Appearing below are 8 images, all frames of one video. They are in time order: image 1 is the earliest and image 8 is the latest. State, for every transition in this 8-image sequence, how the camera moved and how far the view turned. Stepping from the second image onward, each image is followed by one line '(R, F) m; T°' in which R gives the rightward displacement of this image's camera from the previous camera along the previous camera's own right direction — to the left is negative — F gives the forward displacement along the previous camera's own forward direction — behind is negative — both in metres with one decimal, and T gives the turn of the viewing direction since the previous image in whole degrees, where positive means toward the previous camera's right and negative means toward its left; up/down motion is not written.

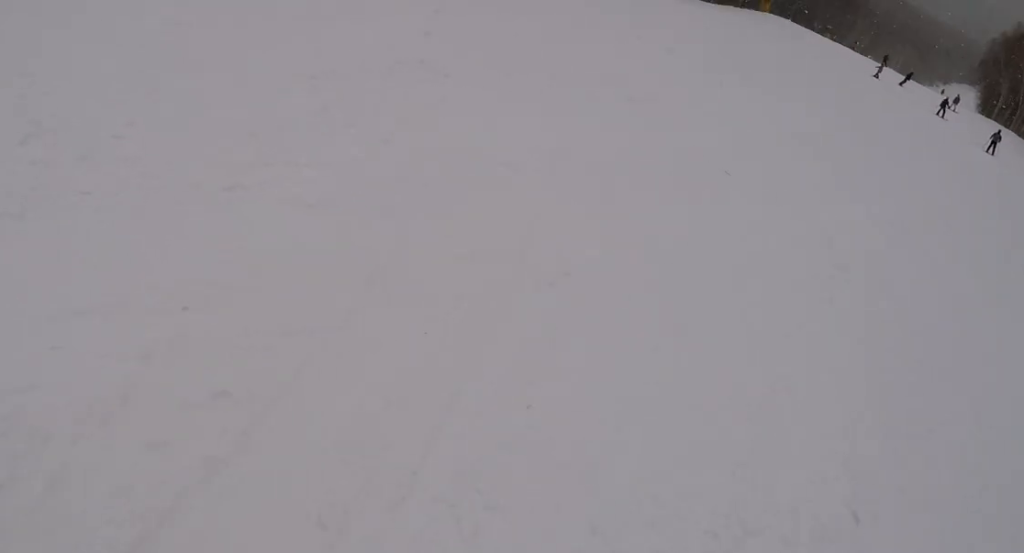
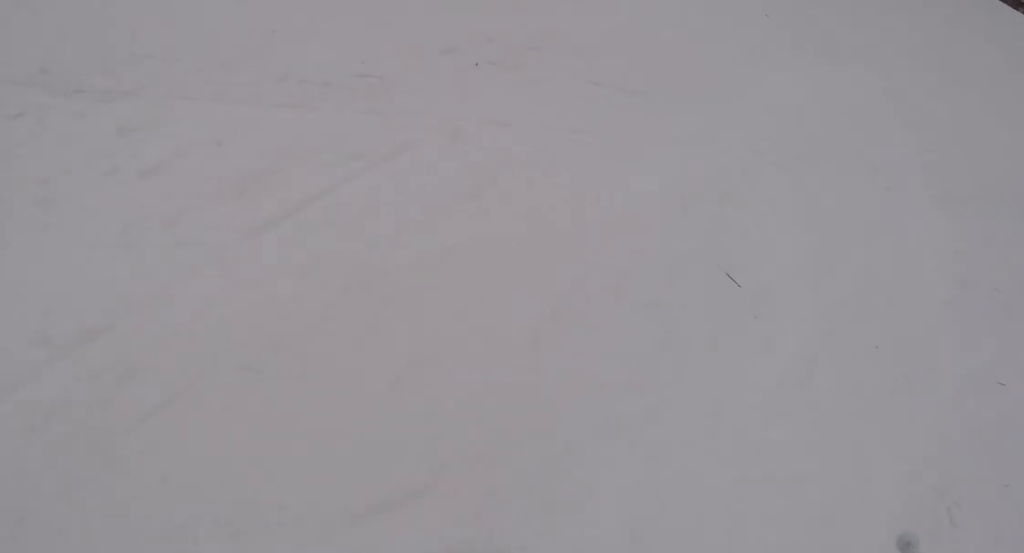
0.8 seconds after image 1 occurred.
(-0.5, +3.8) m; +3°
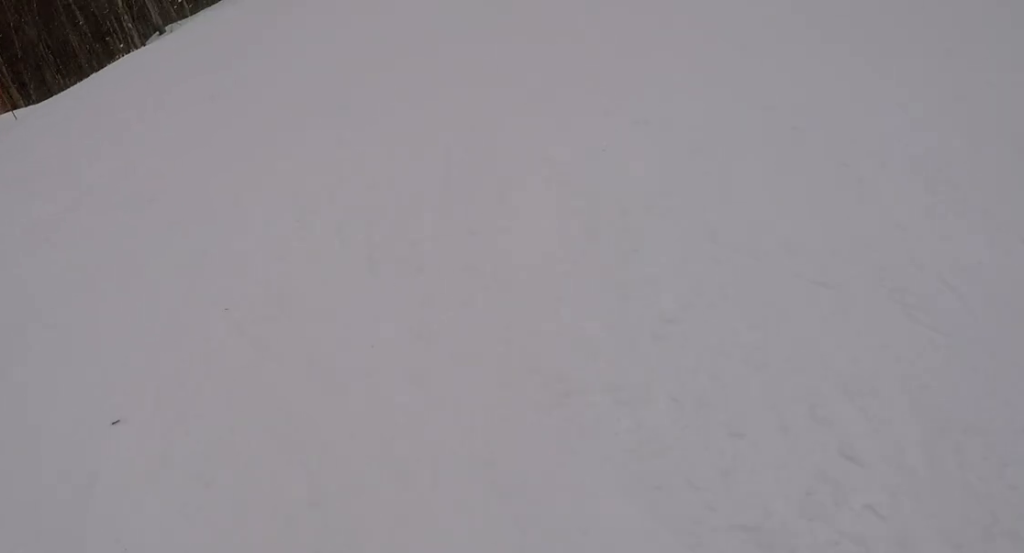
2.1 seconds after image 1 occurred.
(+1.7, +5.5) m; +24°
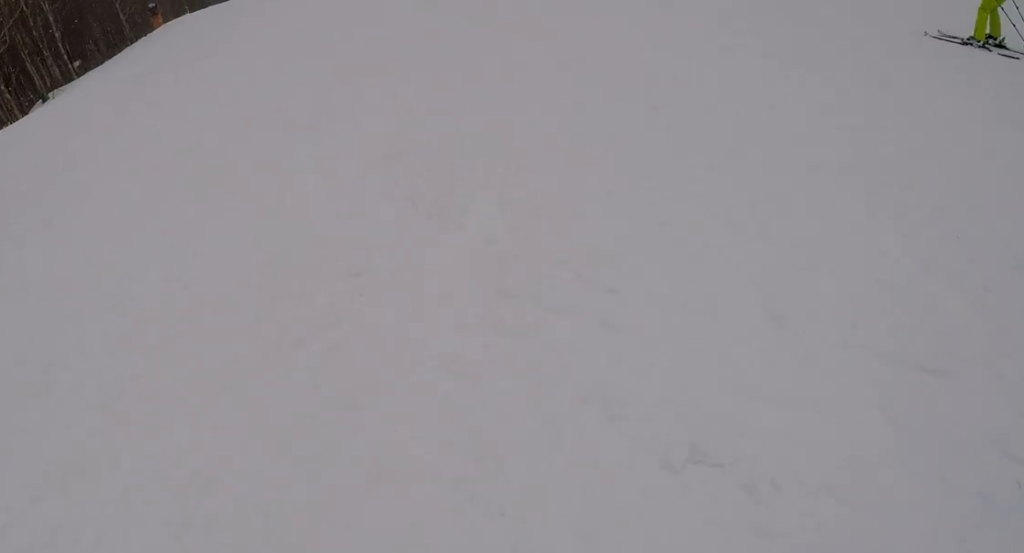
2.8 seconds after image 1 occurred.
(+0.1, +3.3) m; -6°
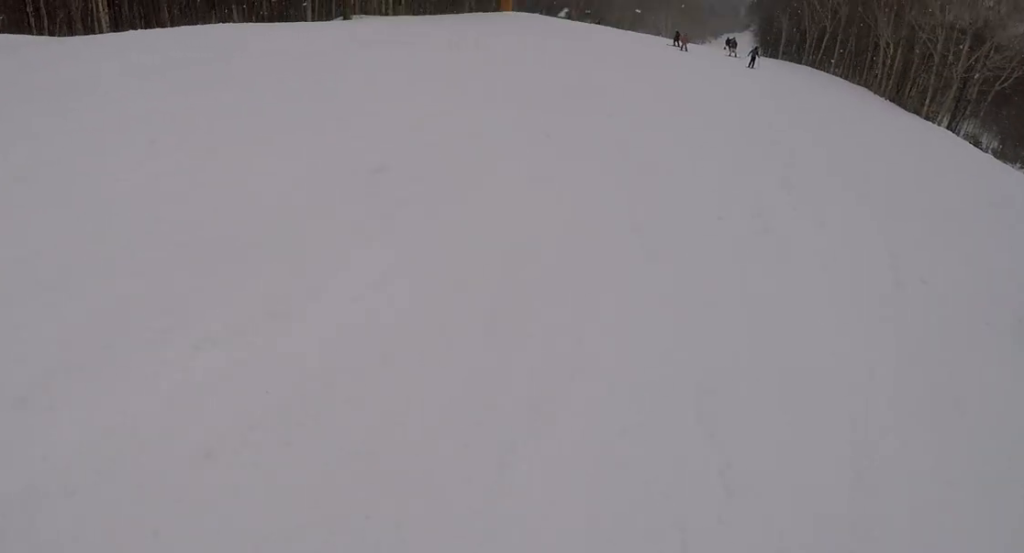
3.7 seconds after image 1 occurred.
(-0.7, +4.4) m; -13°
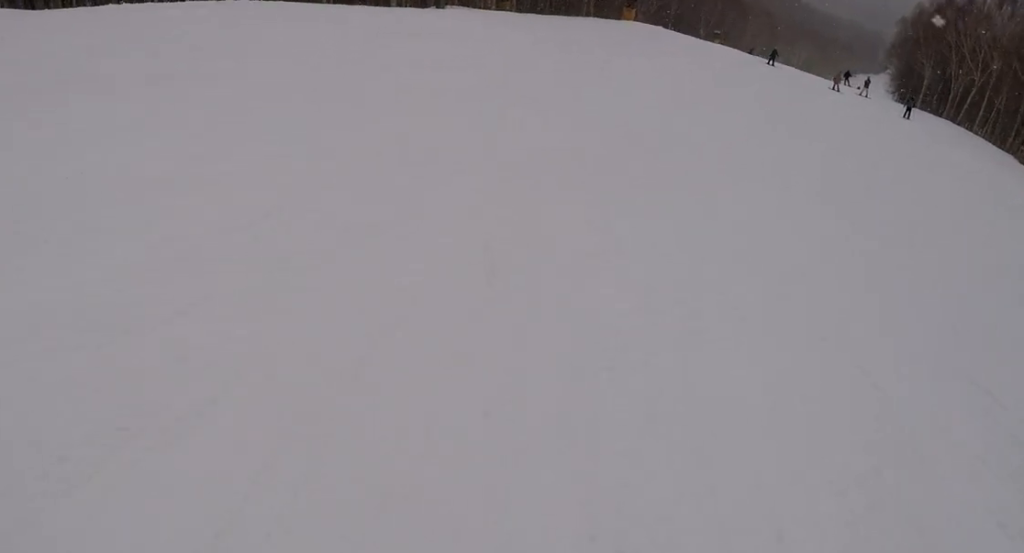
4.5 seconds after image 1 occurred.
(-0.7, +3.9) m; +2°
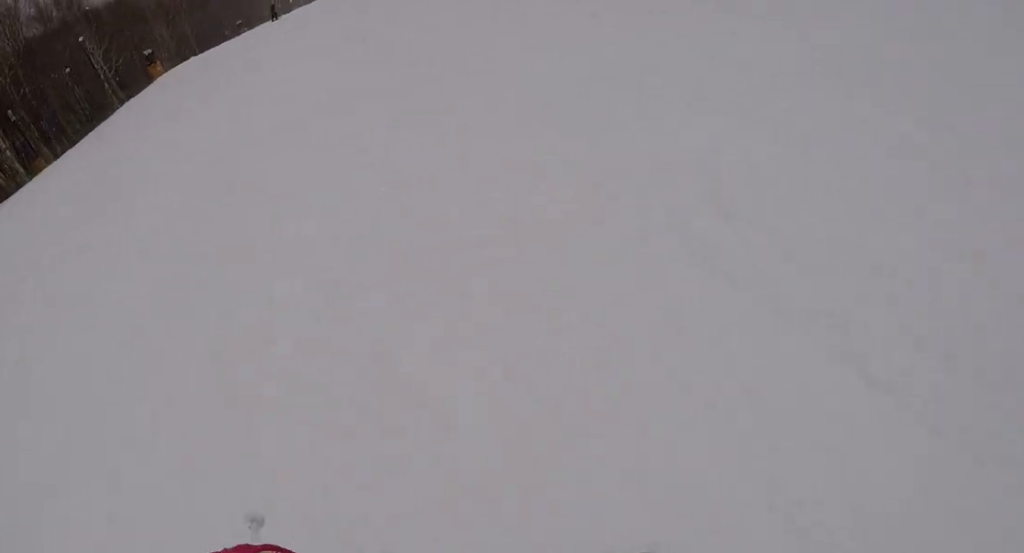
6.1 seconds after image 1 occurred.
(+1.9, +8.4) m; +3°
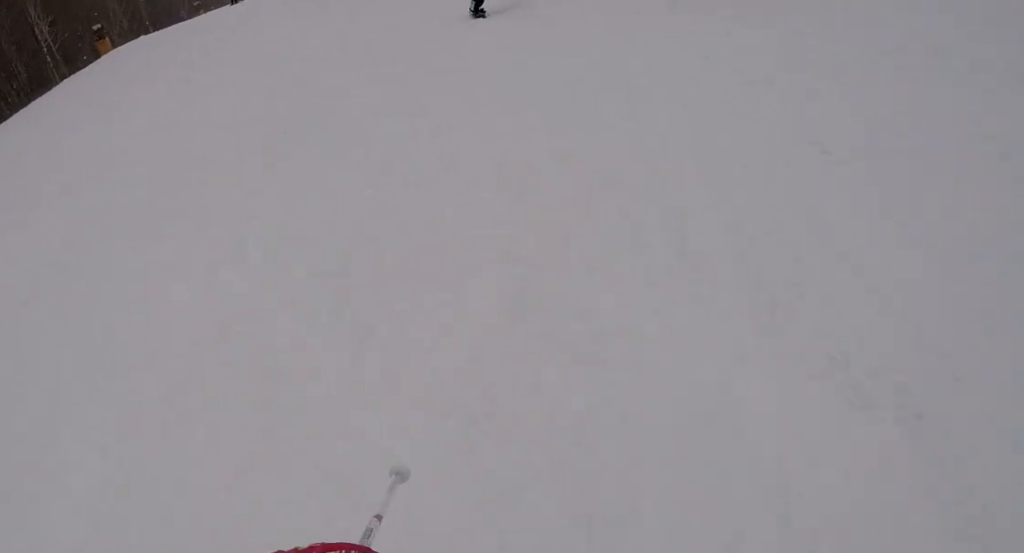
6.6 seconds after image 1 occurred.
(-0.1, +2.1) m; -6°
